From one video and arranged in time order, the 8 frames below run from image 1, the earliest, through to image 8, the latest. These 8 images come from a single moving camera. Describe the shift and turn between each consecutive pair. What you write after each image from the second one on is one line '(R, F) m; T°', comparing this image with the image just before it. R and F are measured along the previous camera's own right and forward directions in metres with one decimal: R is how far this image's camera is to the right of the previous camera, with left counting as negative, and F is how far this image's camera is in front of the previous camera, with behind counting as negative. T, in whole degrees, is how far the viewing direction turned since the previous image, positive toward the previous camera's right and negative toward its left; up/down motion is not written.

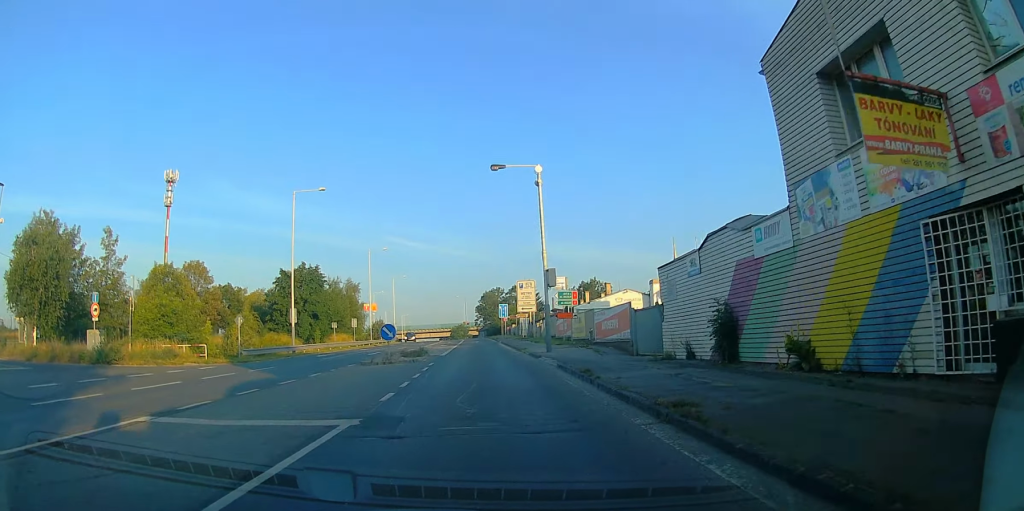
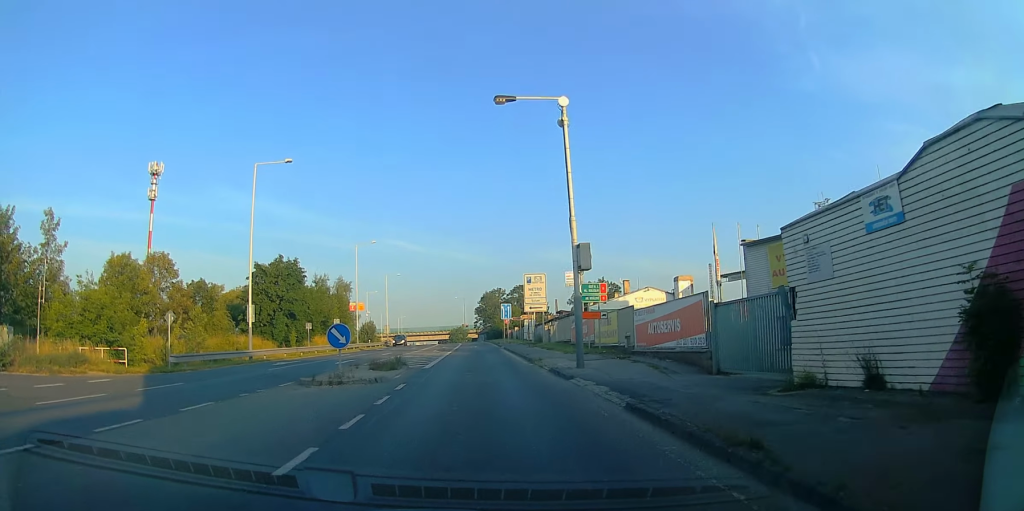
(+0.3, +8.3) m; +2°
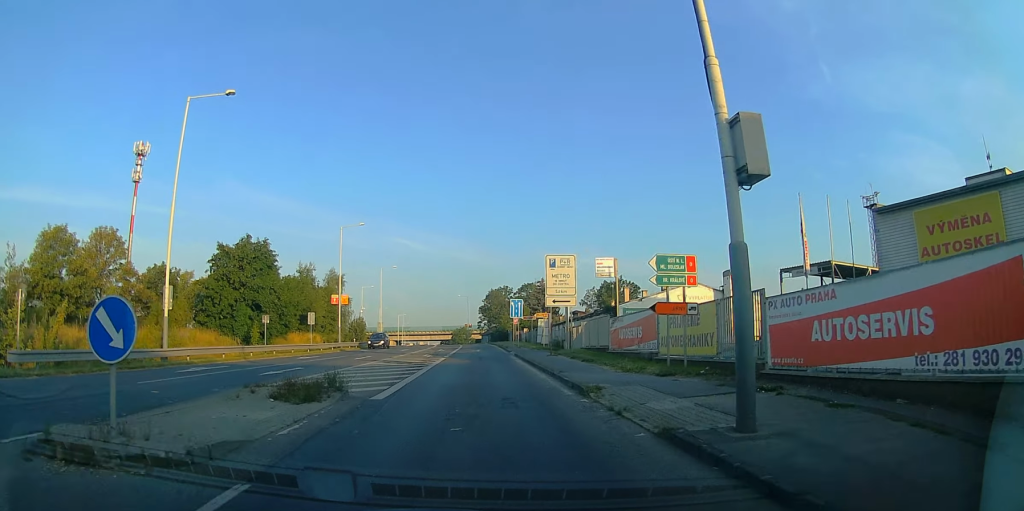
(0.0, +11.0) m; 0°
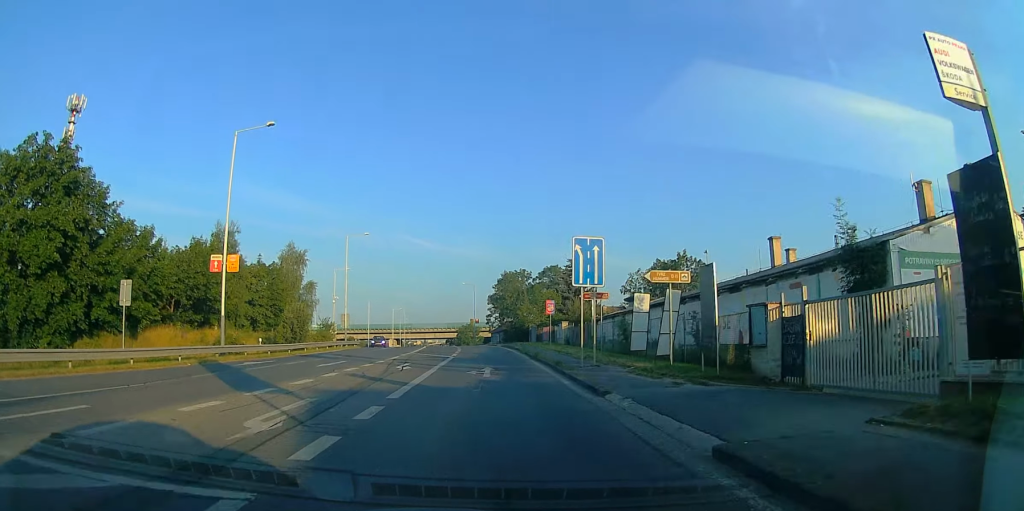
(0.0, +29.4) m; 0°
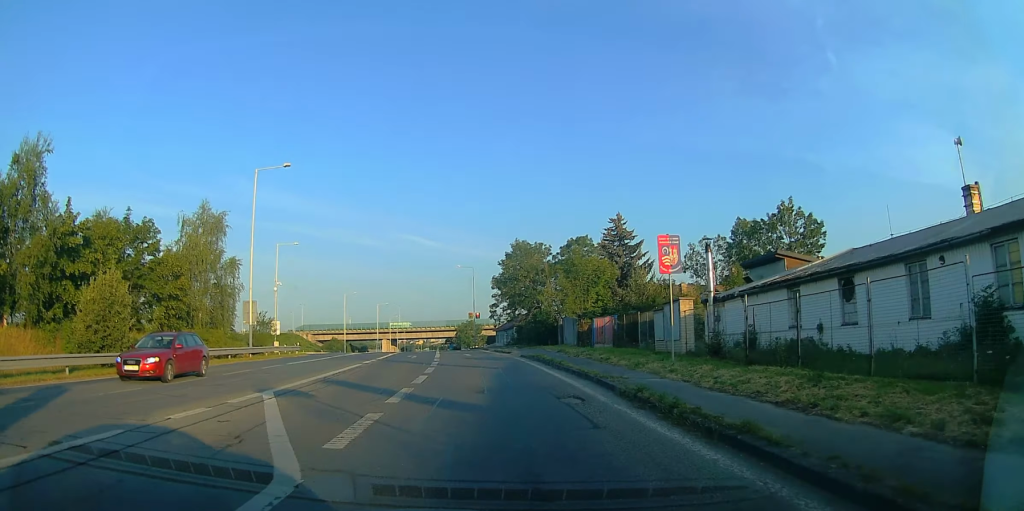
(0.0, +27.9) m; 0°
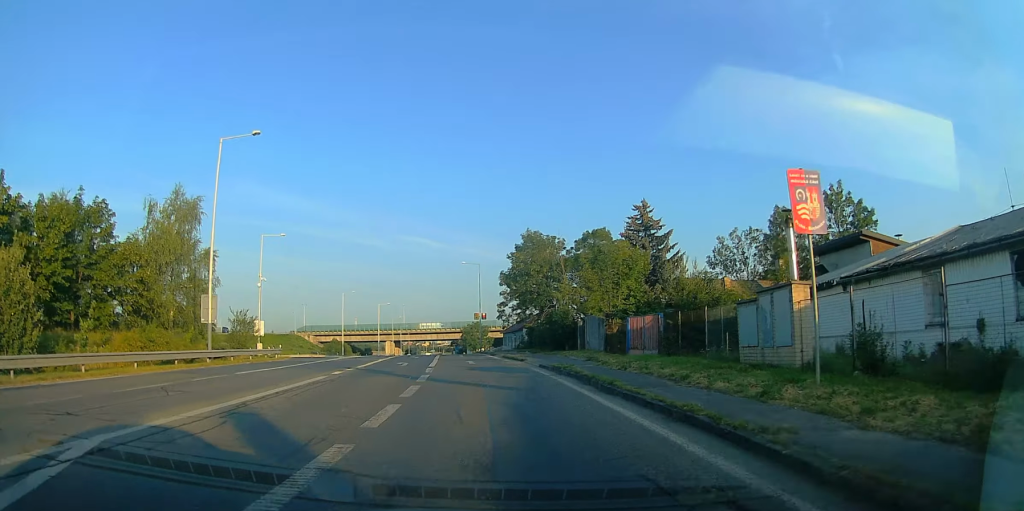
(0.0, +7.1) m; 0°
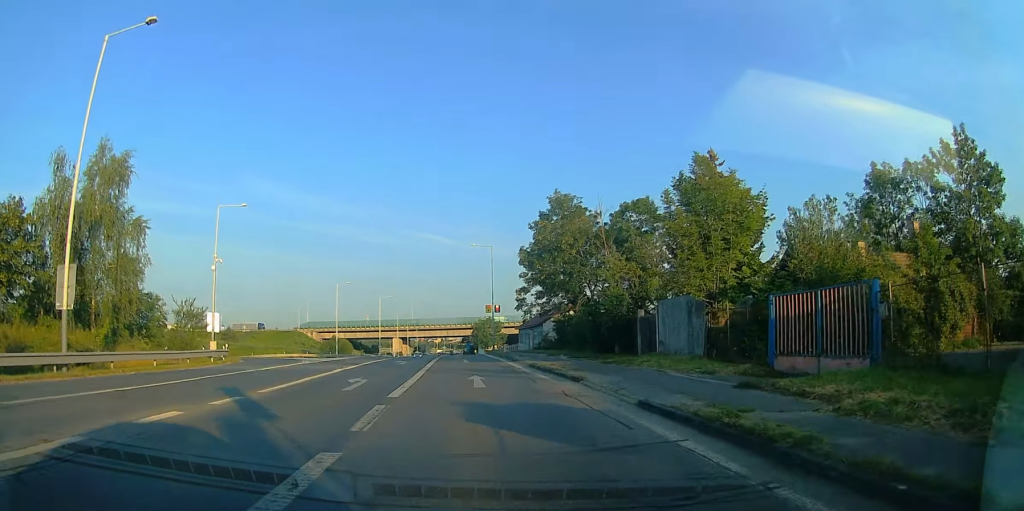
(0.0, +13.7) m; +1°
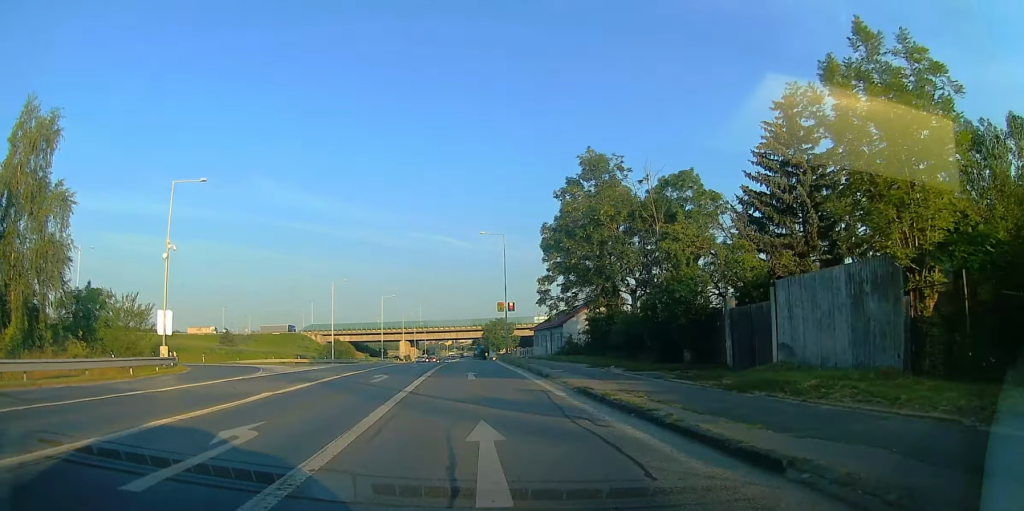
(0.0, +9.5) m; 0°
